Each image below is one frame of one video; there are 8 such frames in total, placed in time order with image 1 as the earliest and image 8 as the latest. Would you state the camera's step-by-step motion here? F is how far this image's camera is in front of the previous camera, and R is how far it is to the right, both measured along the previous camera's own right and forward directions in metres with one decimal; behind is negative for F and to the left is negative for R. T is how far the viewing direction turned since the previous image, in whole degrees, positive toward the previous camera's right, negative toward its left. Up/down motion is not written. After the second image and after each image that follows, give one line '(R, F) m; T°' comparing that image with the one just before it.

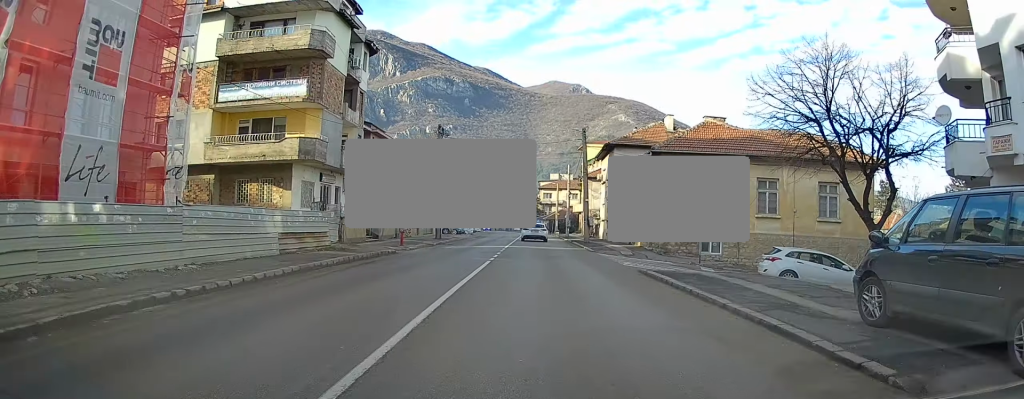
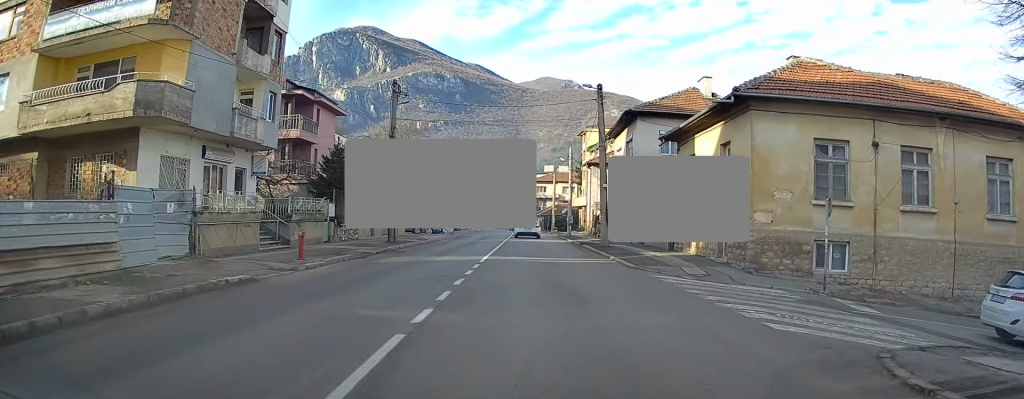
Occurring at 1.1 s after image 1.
(0.0, +12.7) m; 0°
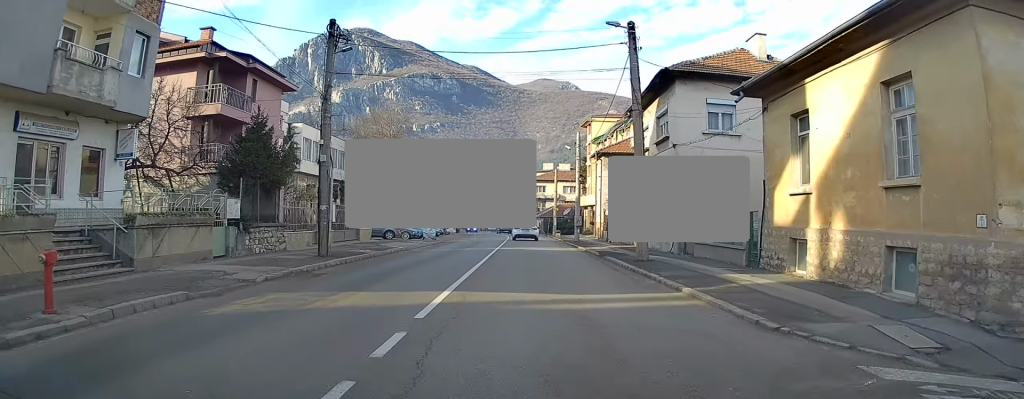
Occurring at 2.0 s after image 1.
(0.0, +9.9) m; +1°
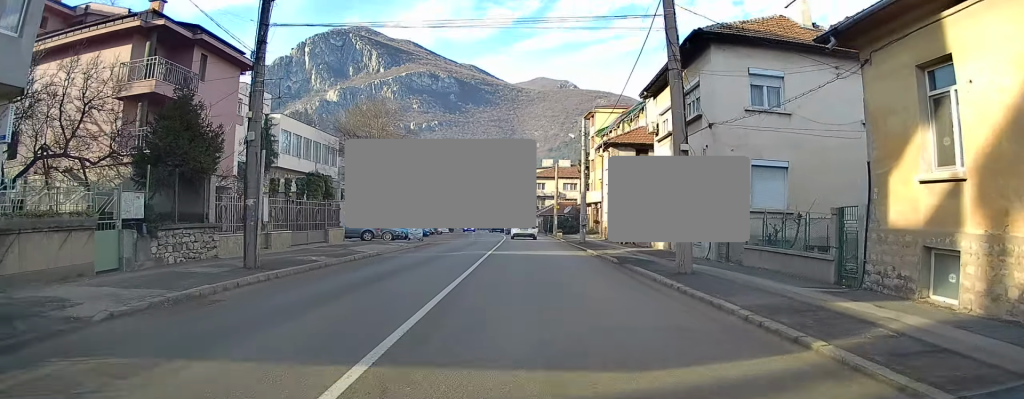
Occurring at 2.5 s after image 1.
(-0.1, +5.3) m; +1°
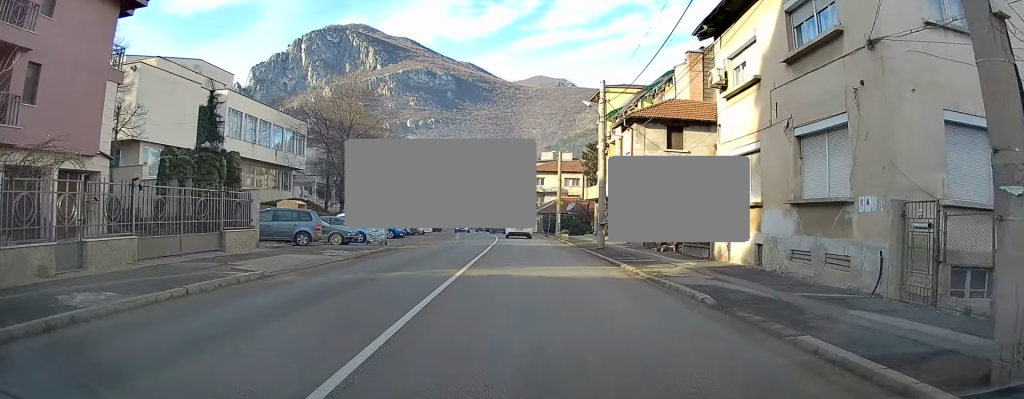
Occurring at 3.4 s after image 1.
(+0.3, +10.5) m; +2°
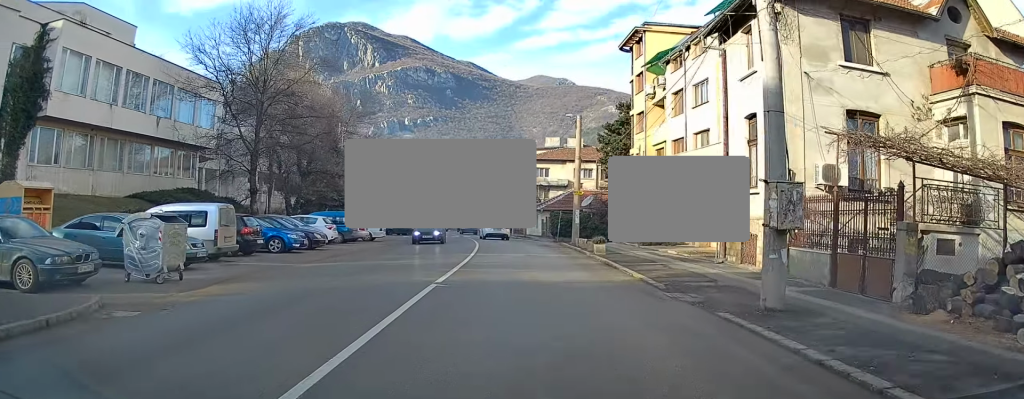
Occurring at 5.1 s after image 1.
(-0.3, +19.3) m; -3°
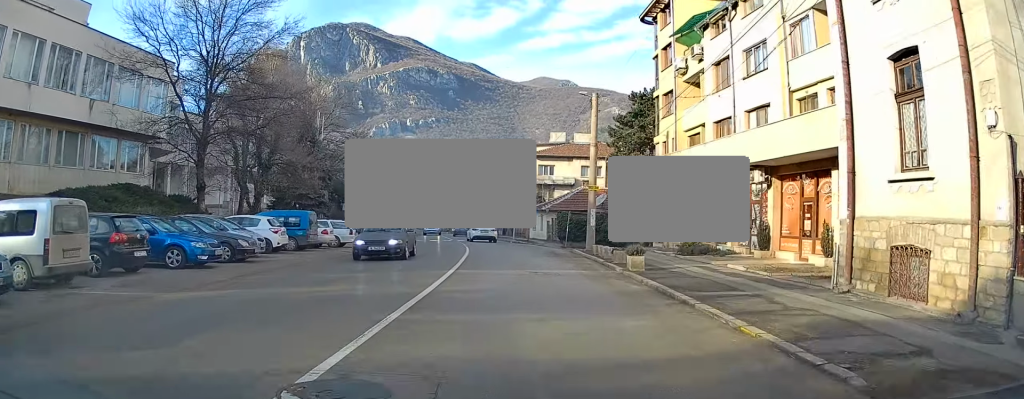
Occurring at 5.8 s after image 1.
(-0.1, +7.0) m; -1°
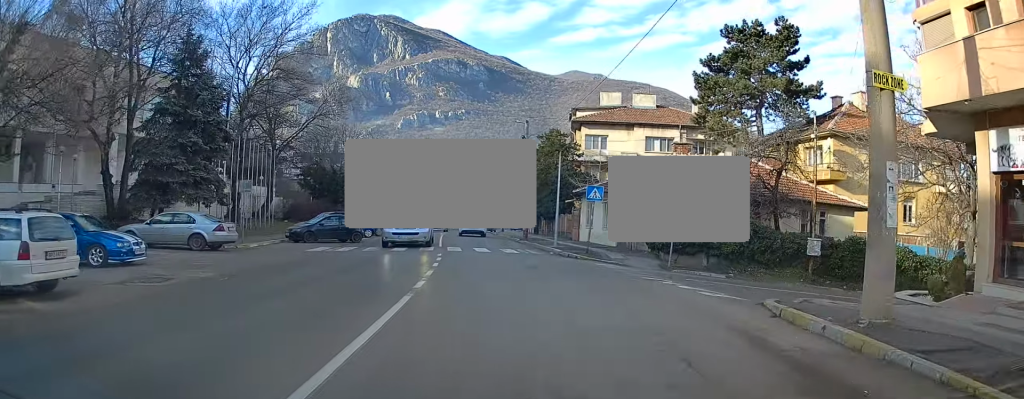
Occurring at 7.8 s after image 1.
(-0.1, +22.2) m; -1°
